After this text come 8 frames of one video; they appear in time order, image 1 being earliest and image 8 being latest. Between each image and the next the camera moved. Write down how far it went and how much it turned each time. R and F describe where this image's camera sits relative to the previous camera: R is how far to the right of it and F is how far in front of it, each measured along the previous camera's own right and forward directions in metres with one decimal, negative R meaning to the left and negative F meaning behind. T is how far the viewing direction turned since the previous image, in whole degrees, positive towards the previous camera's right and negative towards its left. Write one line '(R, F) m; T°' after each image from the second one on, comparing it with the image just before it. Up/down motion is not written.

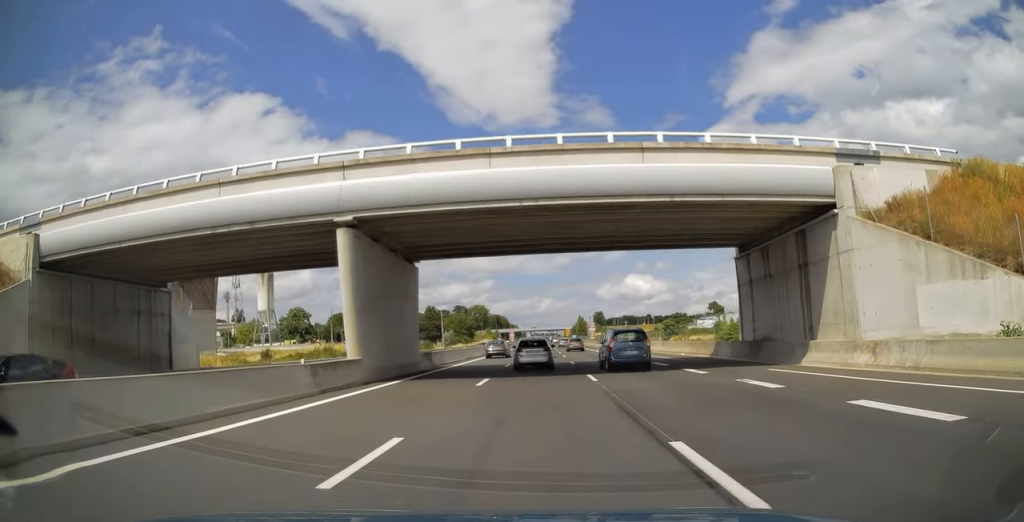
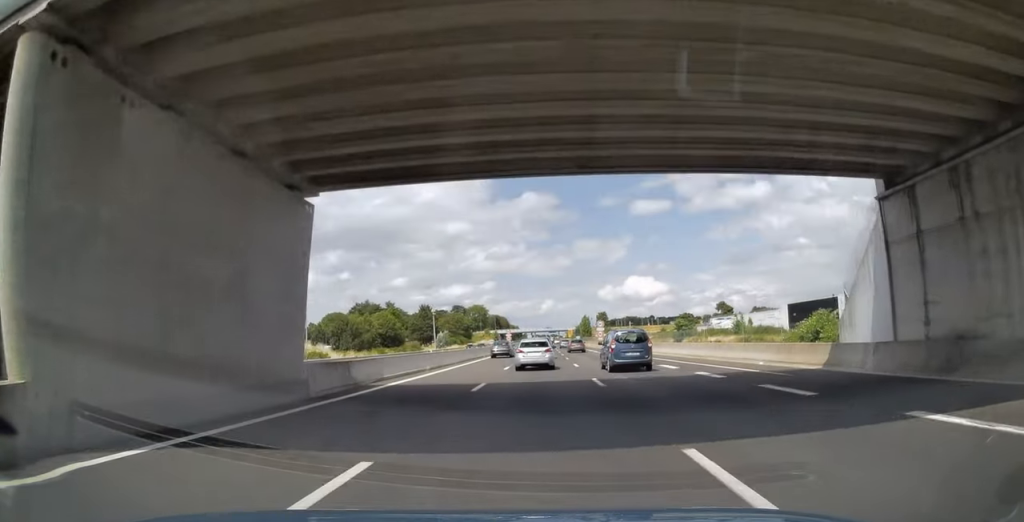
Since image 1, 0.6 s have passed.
(0.0, +15.8) m; 0°
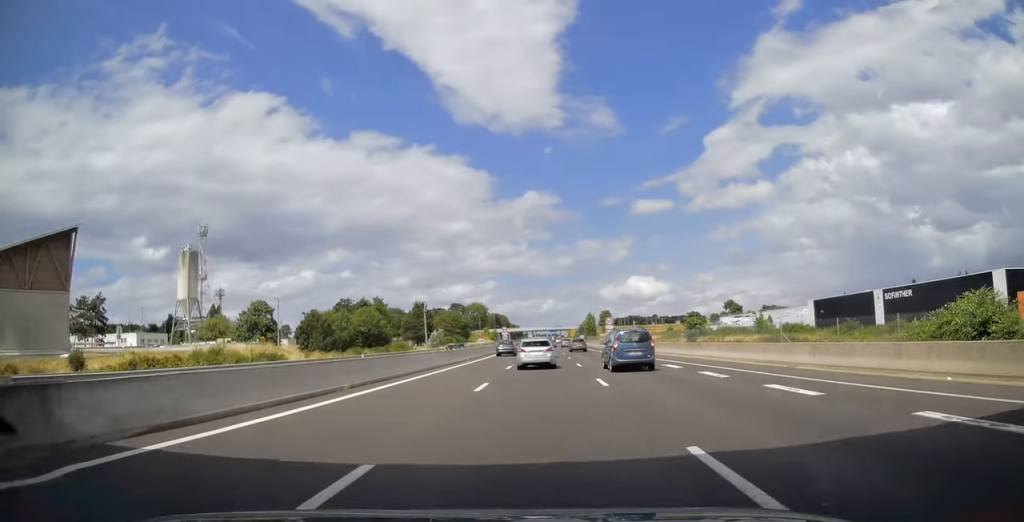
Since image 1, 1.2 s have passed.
(0.0, +14.3) m; 0°
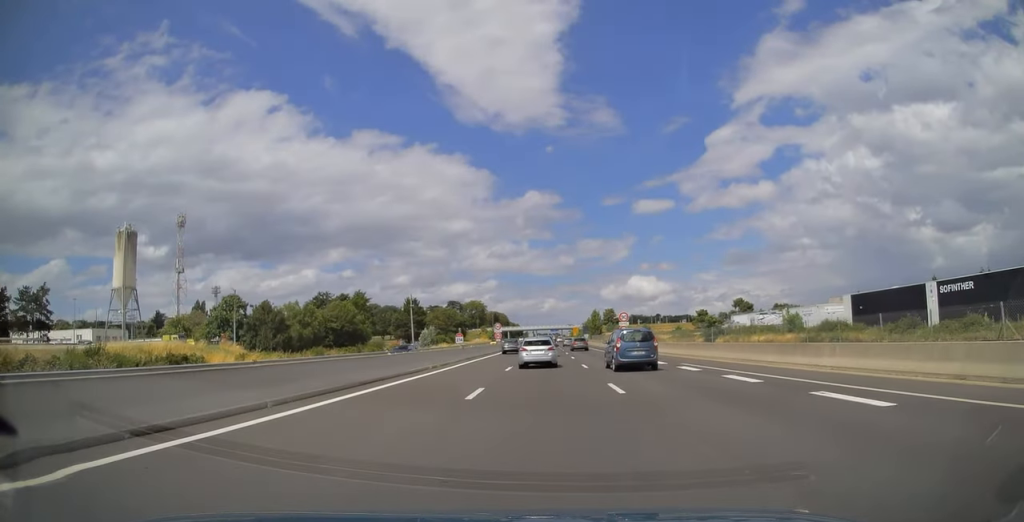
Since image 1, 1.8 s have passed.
(0.0, +17.4) m; 0°
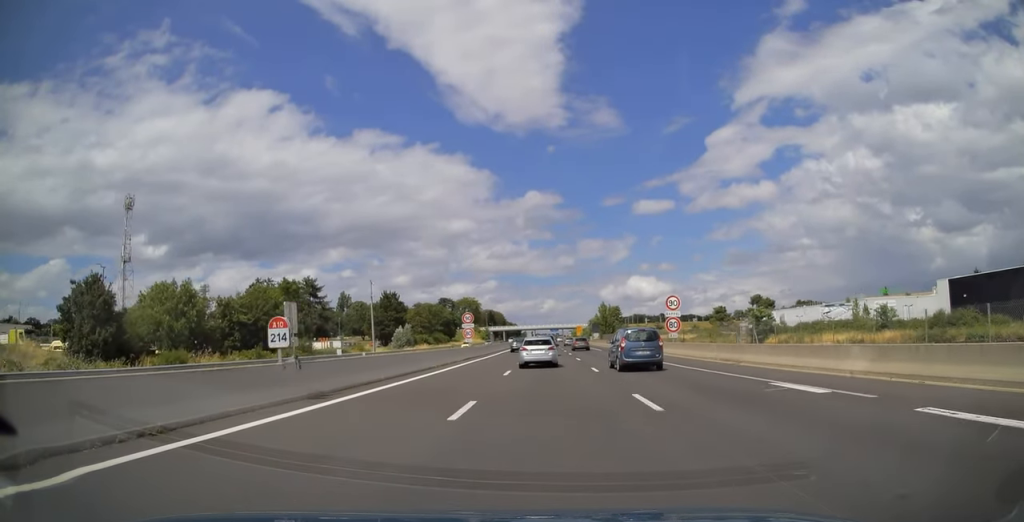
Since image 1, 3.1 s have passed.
(0.0, +28.4) m; 0°
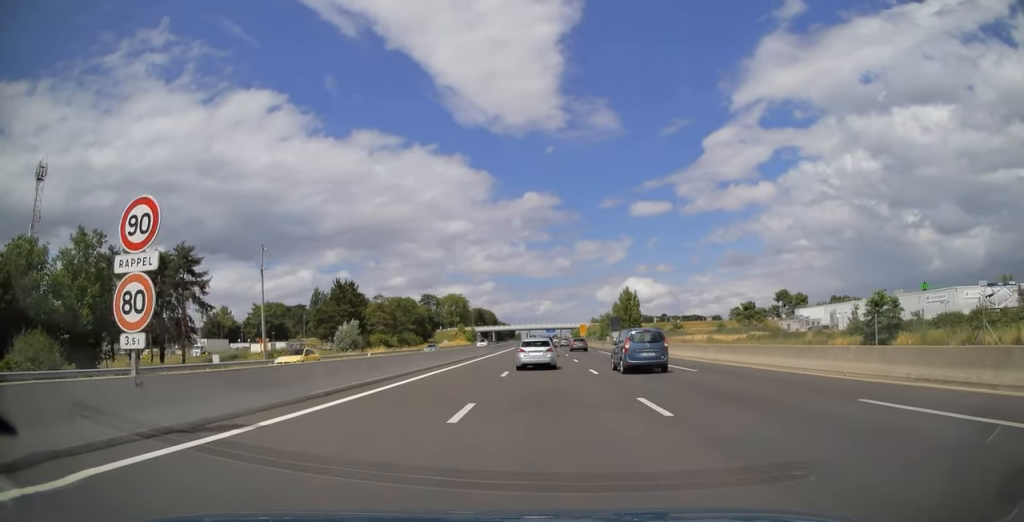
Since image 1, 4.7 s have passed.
(+0.1, +36.7) m; 0°
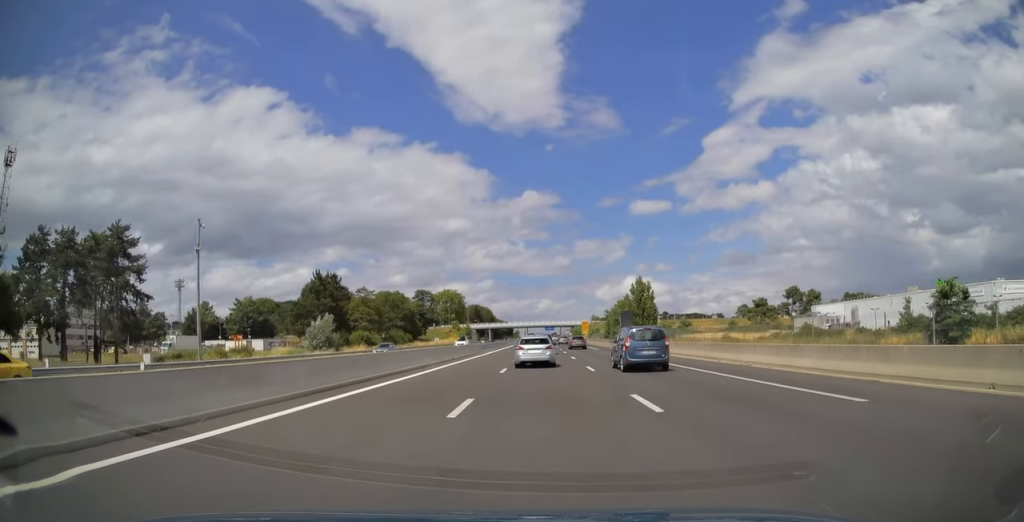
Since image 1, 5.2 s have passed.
(0.0, +12.0) m; 0°
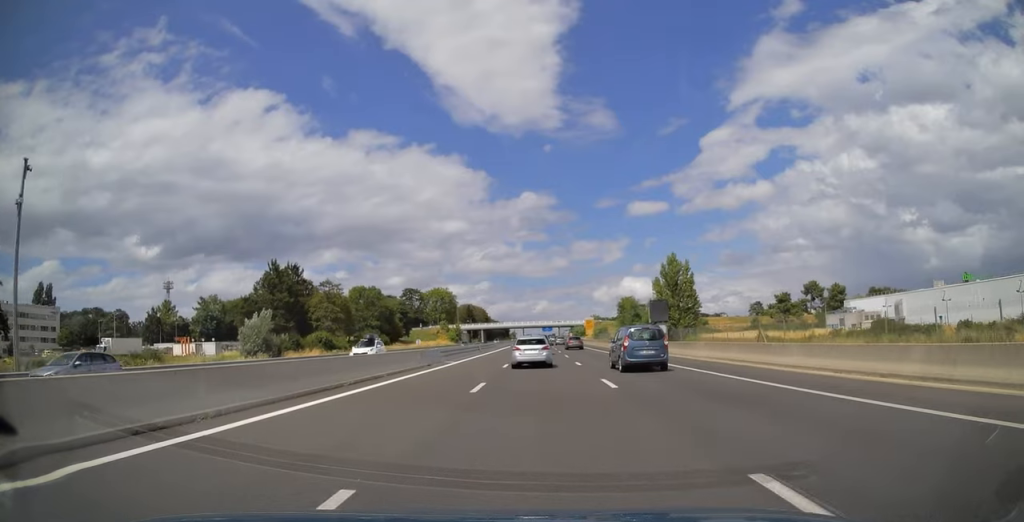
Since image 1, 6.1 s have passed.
(0.0, +20.8) m; 0°
